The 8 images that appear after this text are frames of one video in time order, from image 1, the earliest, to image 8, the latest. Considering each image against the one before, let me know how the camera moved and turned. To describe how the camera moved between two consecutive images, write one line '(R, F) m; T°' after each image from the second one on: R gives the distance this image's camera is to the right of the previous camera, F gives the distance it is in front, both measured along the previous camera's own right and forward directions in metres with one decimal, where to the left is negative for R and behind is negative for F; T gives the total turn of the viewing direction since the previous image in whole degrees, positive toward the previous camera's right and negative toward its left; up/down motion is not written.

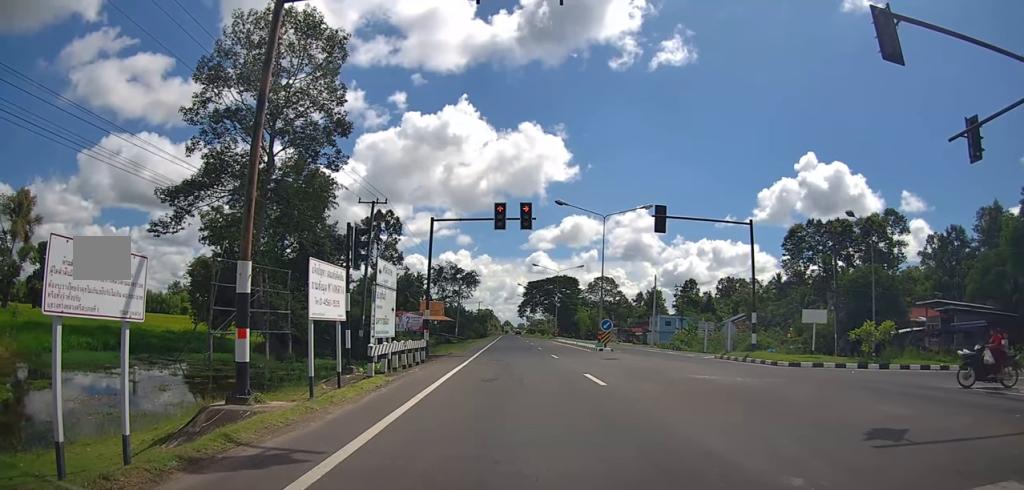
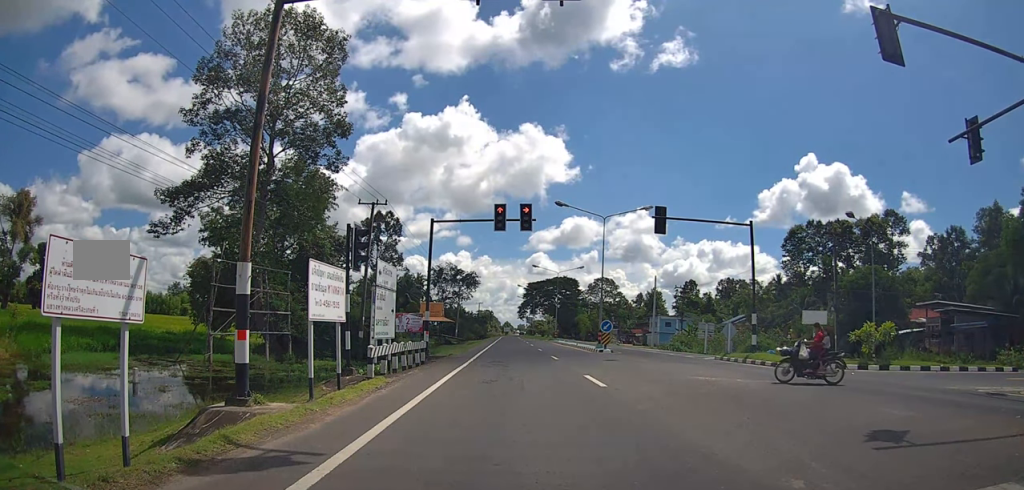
(0.0, 0.0) m; 0°
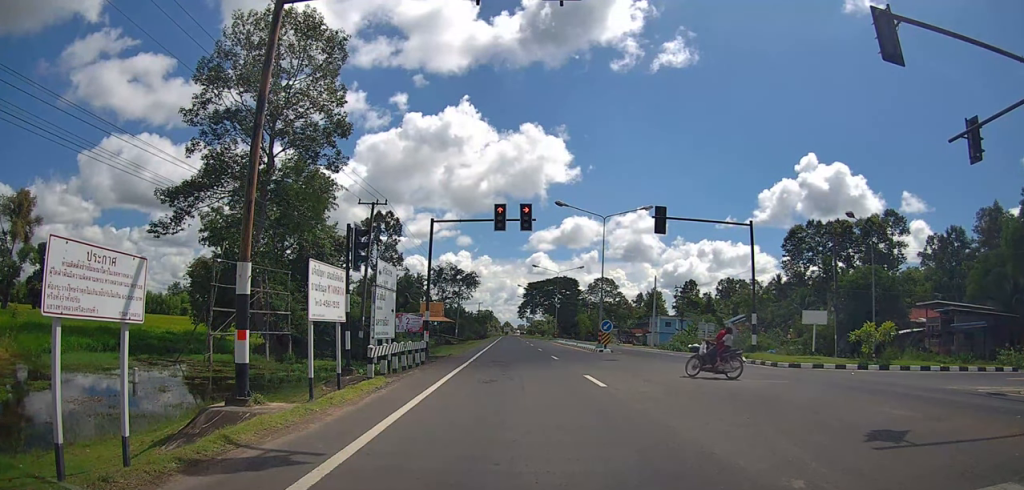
(0.0, 0.0) m; 0°
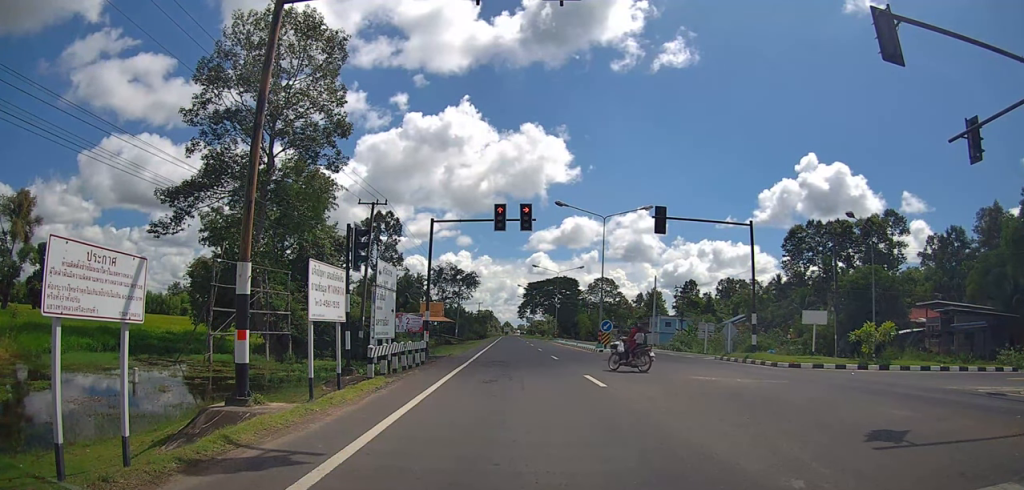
(0.0, 0.0) m; 0°
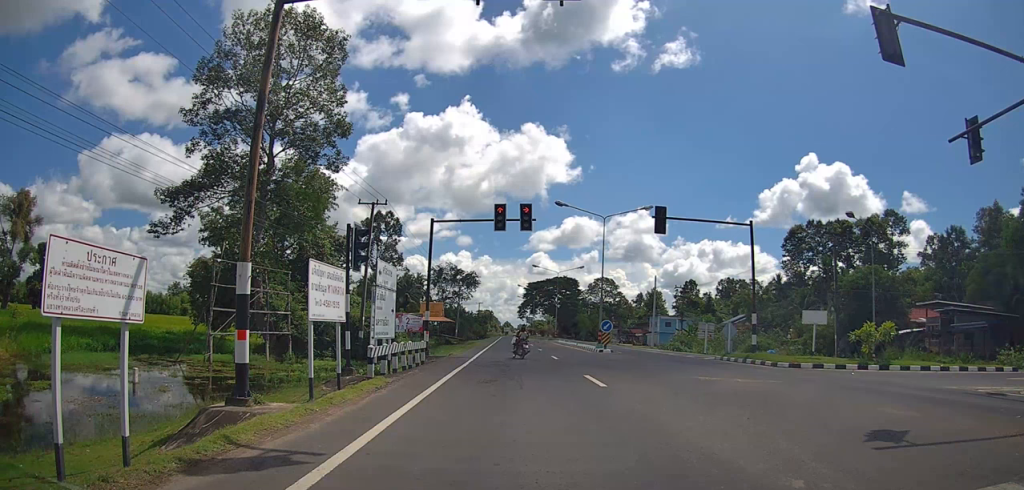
(0.0, 0.0) m; 0°
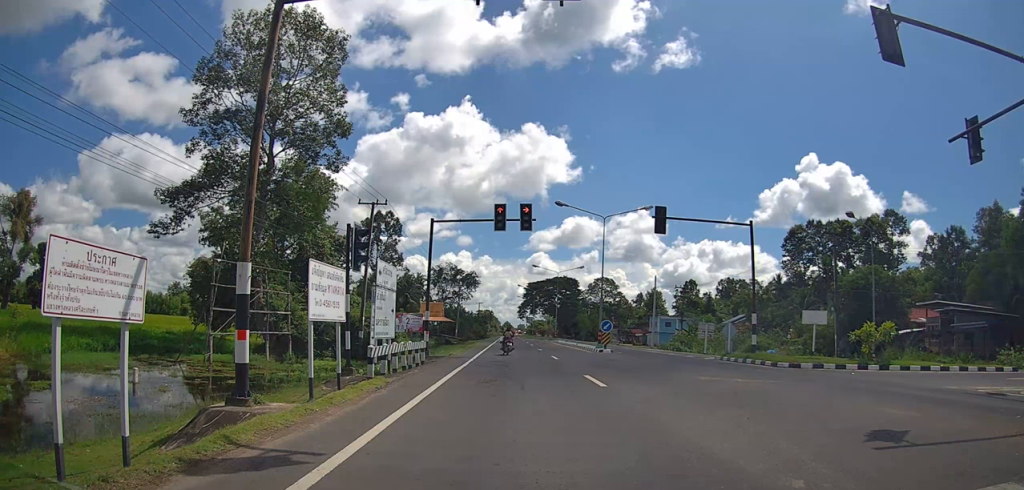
(0.0, 0.0) m; 0°
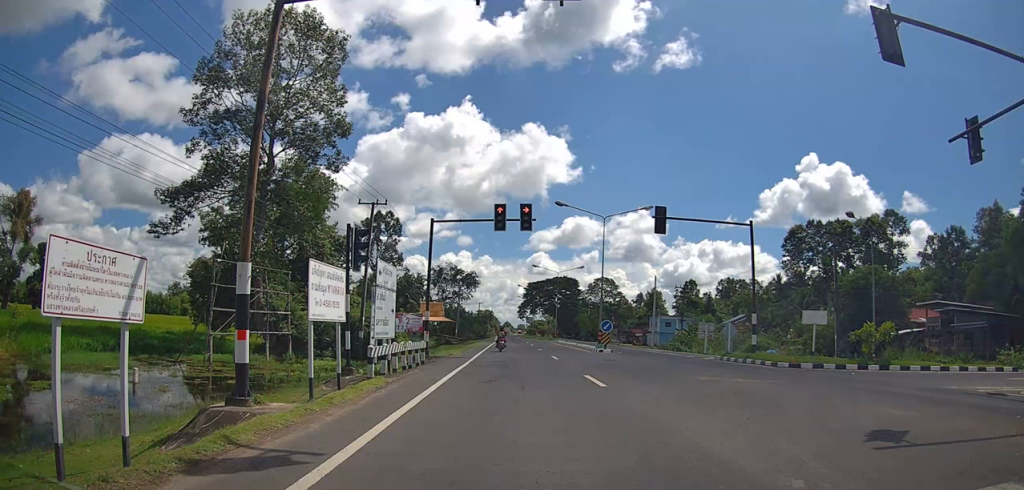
(0.0, 0.0) m; 0°
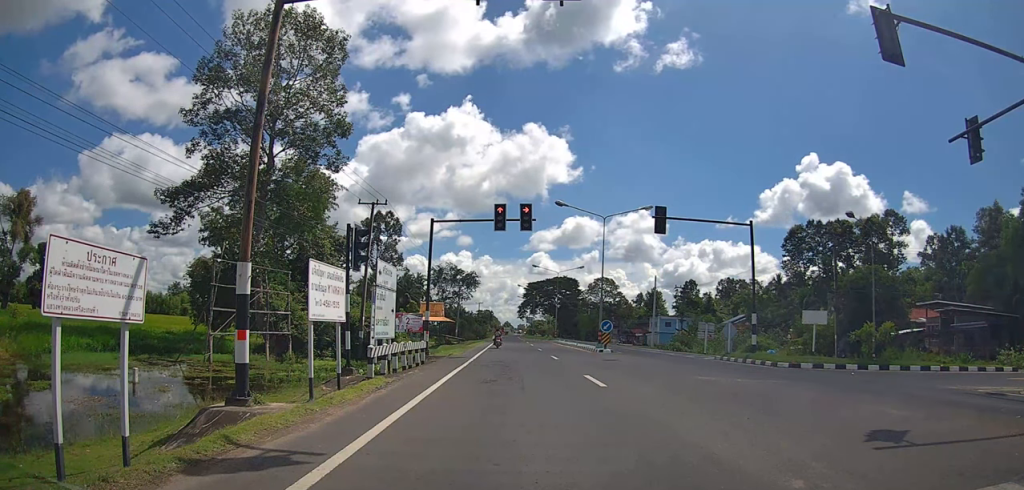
(0.0, 0.0) m; 0°
